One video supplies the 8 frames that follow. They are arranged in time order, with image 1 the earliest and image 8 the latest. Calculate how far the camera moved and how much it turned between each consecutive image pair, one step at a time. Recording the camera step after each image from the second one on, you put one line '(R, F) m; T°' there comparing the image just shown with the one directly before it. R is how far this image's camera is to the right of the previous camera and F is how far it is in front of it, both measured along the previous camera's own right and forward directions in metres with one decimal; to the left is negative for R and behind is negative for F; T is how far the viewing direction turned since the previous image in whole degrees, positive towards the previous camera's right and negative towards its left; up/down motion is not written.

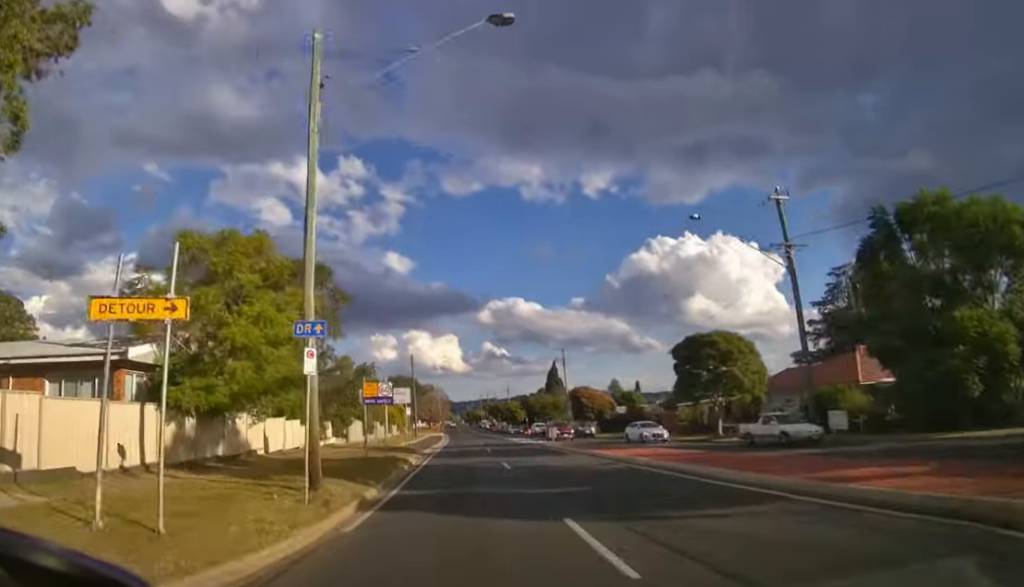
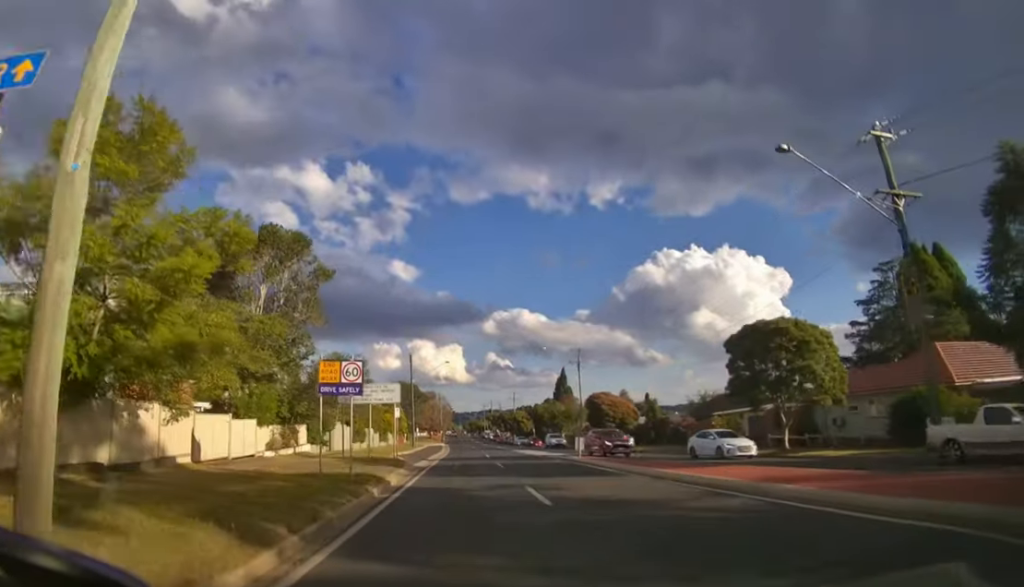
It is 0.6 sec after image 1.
(-0.1, +6.5) m; 0°
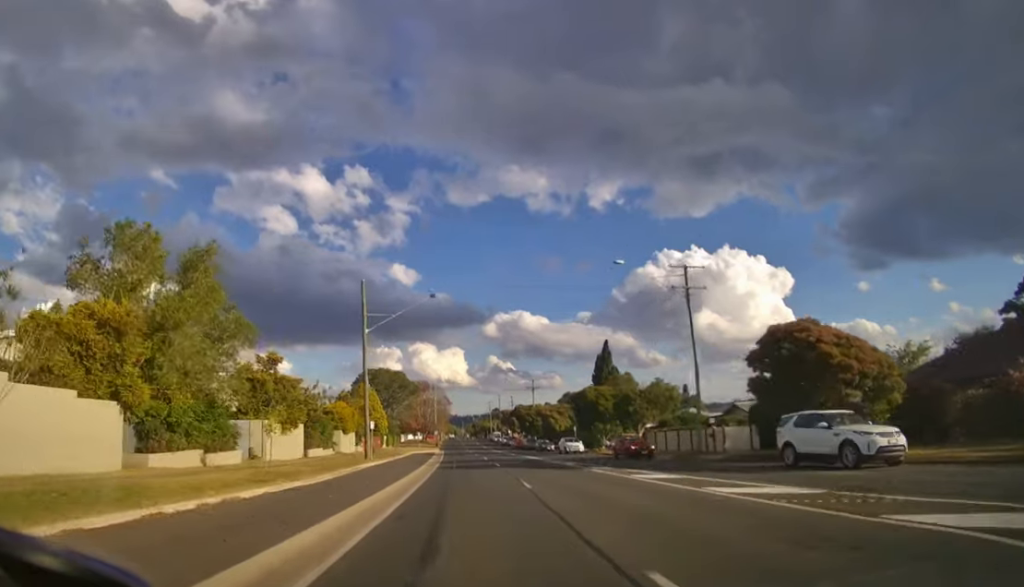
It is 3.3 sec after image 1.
(+0.1, +32.4) m; 0°
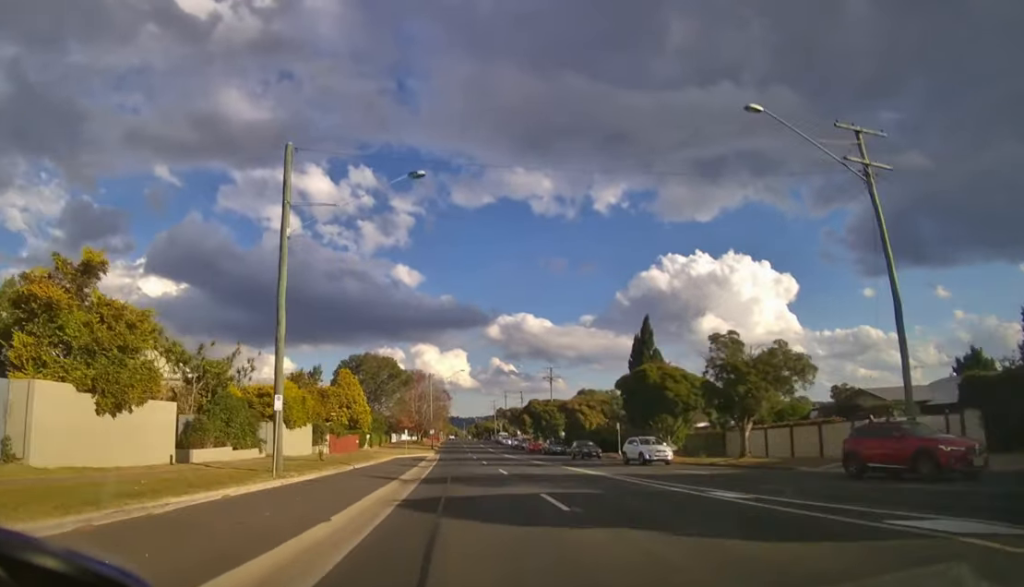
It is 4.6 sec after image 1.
(0.0, +16.9) m; 0°
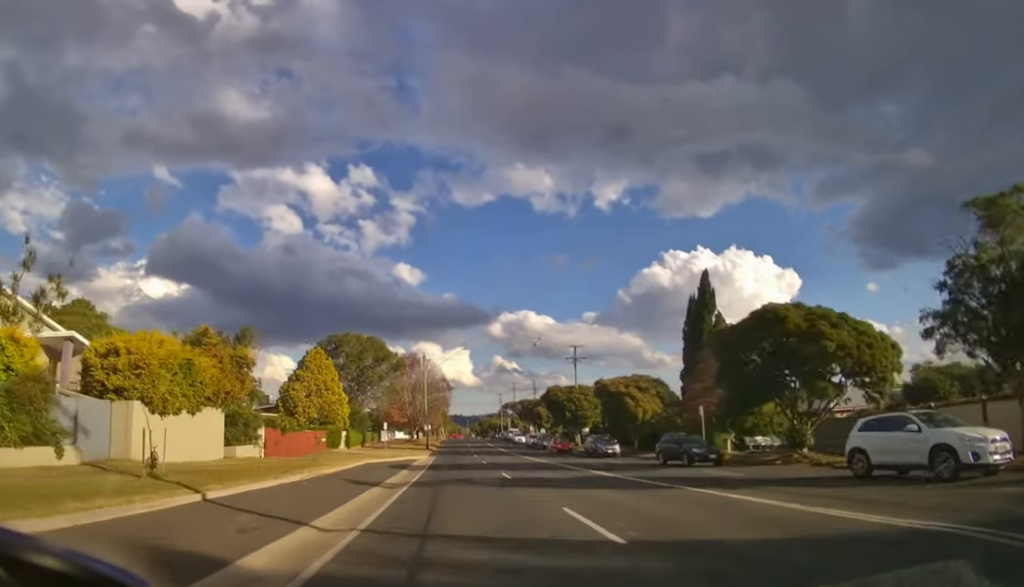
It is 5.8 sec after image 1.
(-0.1, +17.1) m; 0°
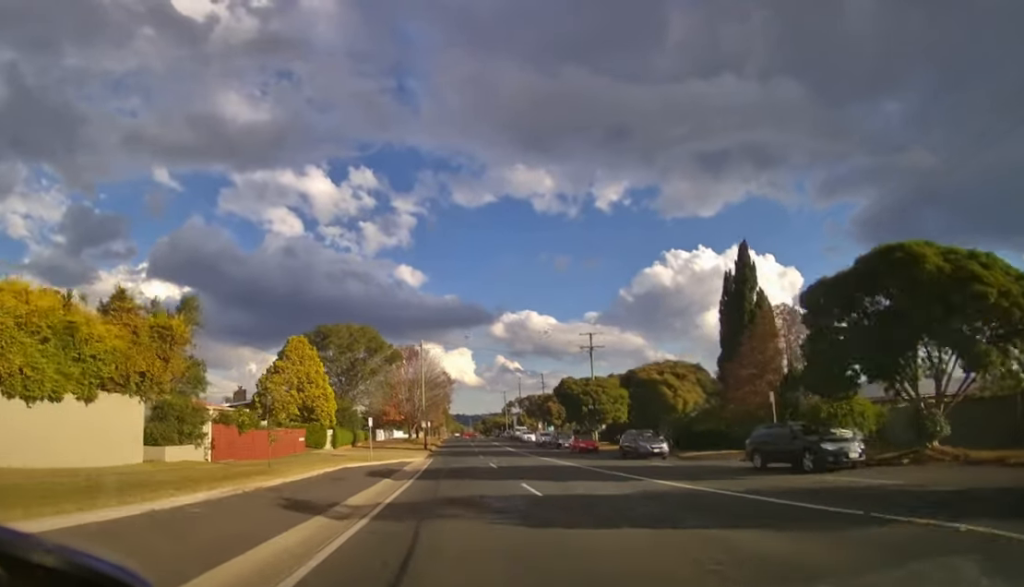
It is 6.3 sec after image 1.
(0.0, +6.0) m; 0°
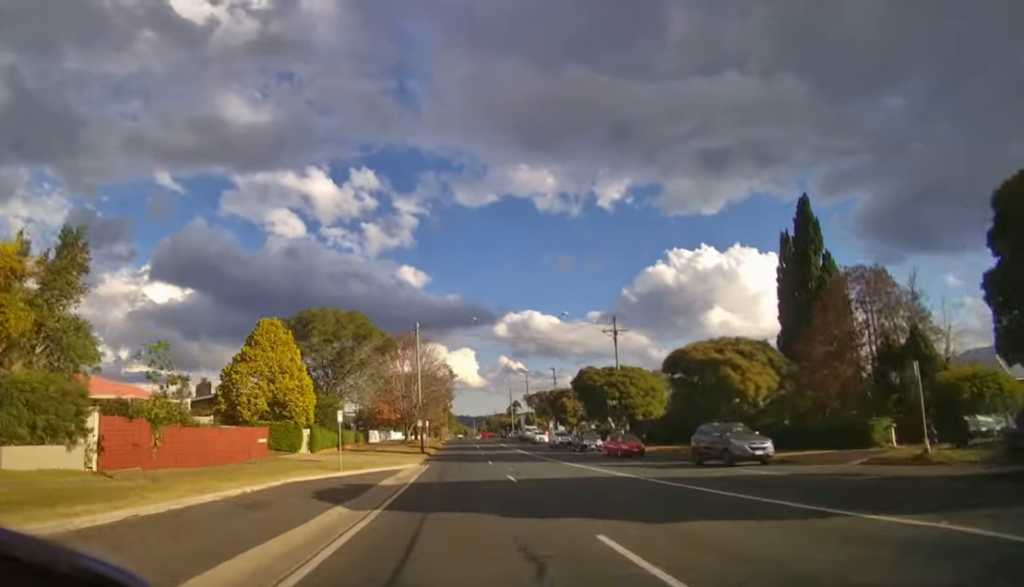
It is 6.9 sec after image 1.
(0.0, +7.2) m; 0°
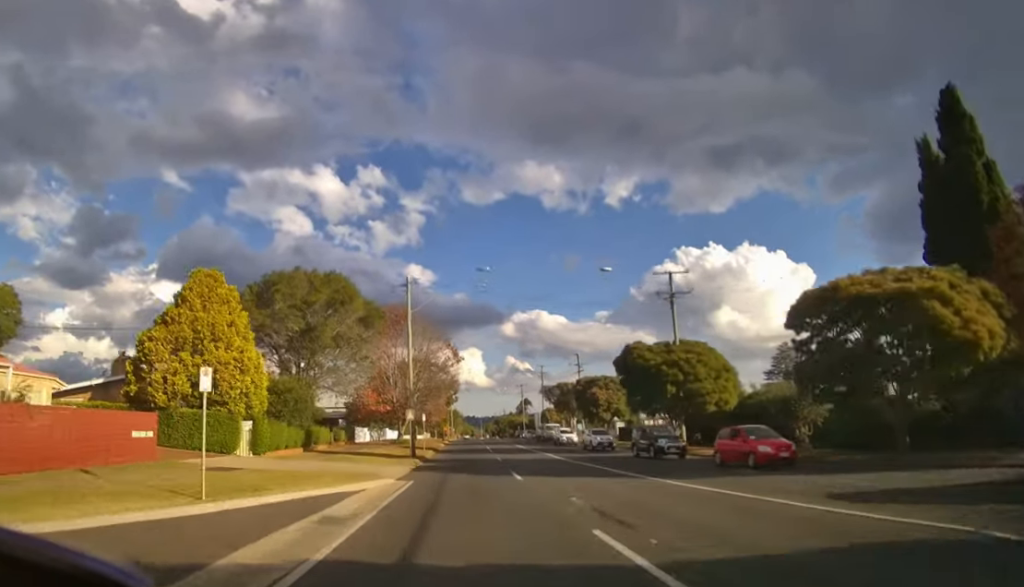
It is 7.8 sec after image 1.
(0.0, +11.0) m; 0°
